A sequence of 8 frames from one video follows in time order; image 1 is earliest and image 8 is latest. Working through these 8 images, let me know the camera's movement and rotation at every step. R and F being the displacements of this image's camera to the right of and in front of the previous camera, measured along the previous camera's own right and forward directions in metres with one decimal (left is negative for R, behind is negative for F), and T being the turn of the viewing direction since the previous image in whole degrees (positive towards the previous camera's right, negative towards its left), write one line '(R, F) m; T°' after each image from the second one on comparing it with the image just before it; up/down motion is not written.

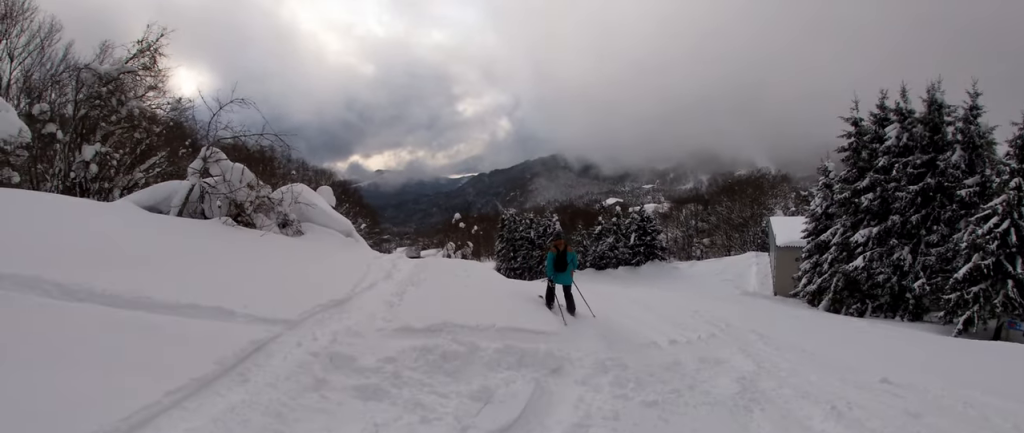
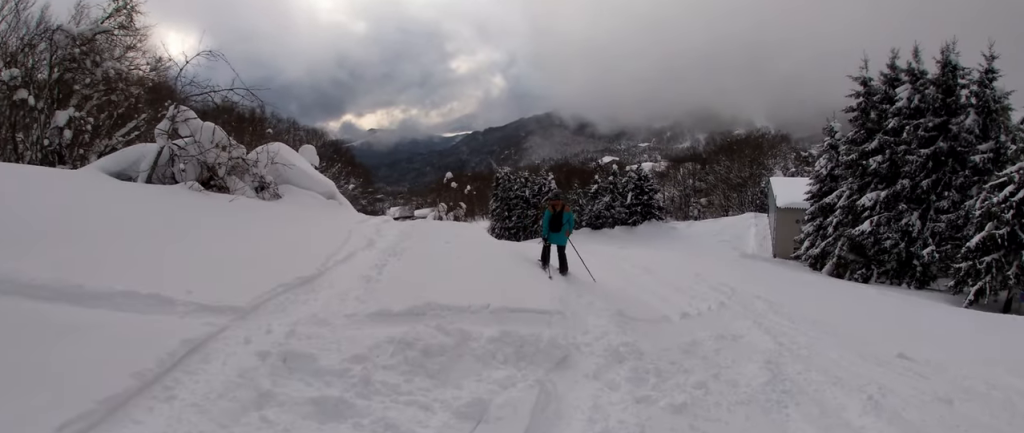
(0.0, +1.3) m; +3°
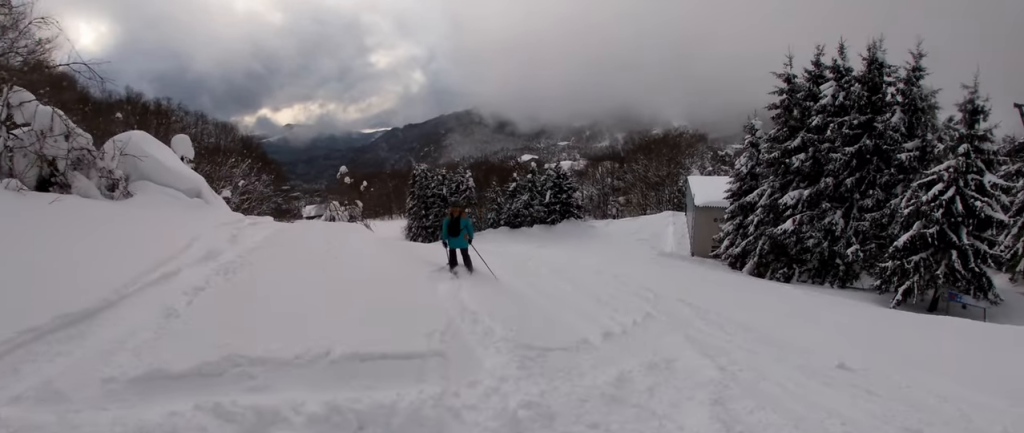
(+0.2, +2.5) m; +4°
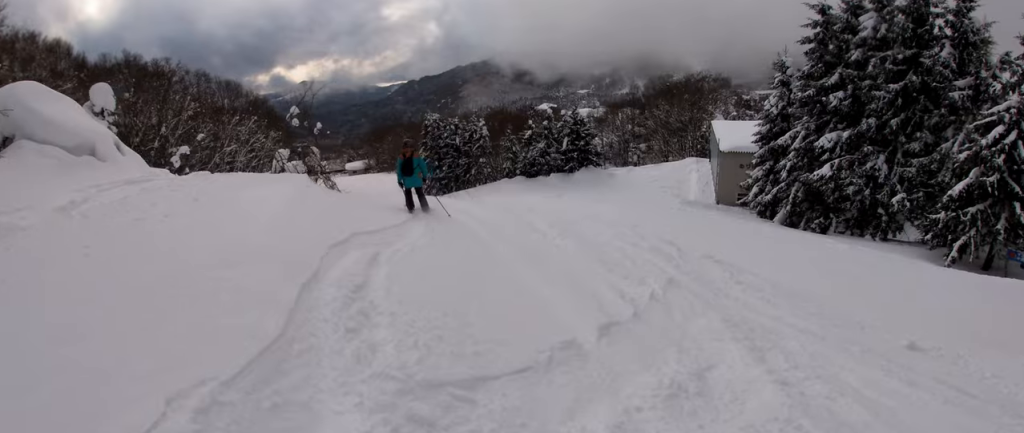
(0.0, +2.8) m; -3°
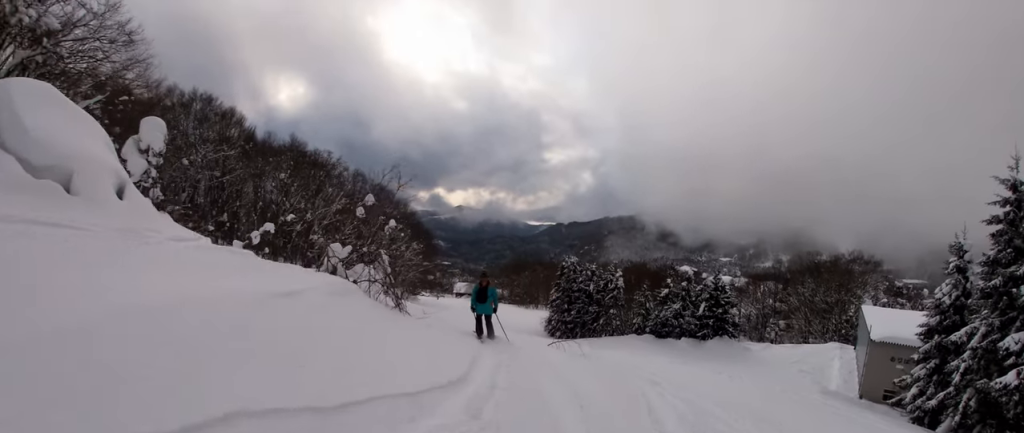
(-0.3, +3.8) m; -6°
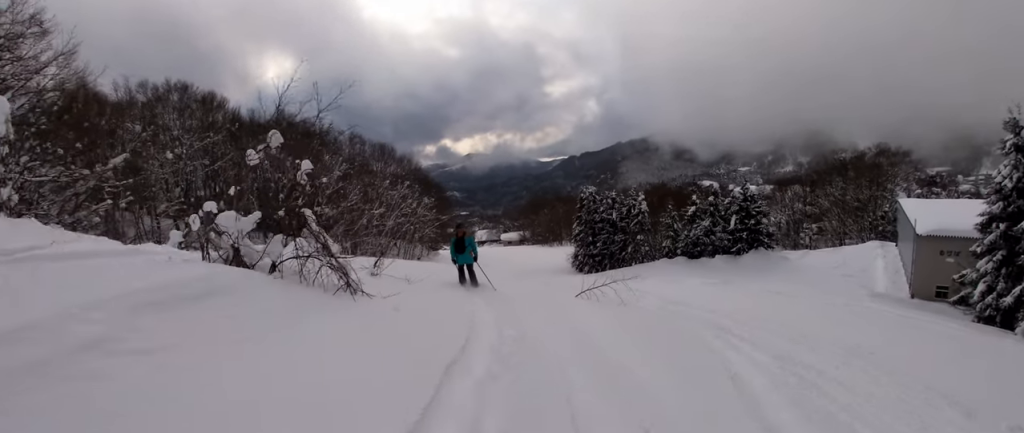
(0.0, +3.2) m; -4°
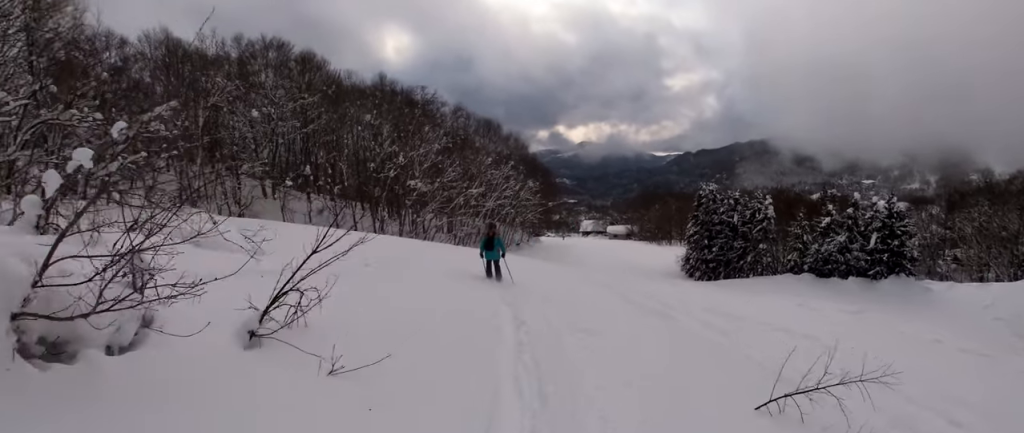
(-0.9, +7.8) m; -10°
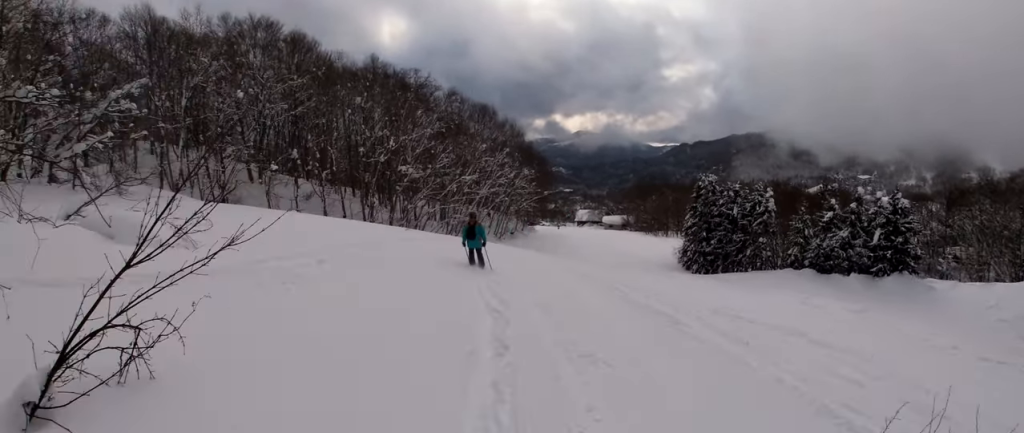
(0.0, +2.4) m; -1°
